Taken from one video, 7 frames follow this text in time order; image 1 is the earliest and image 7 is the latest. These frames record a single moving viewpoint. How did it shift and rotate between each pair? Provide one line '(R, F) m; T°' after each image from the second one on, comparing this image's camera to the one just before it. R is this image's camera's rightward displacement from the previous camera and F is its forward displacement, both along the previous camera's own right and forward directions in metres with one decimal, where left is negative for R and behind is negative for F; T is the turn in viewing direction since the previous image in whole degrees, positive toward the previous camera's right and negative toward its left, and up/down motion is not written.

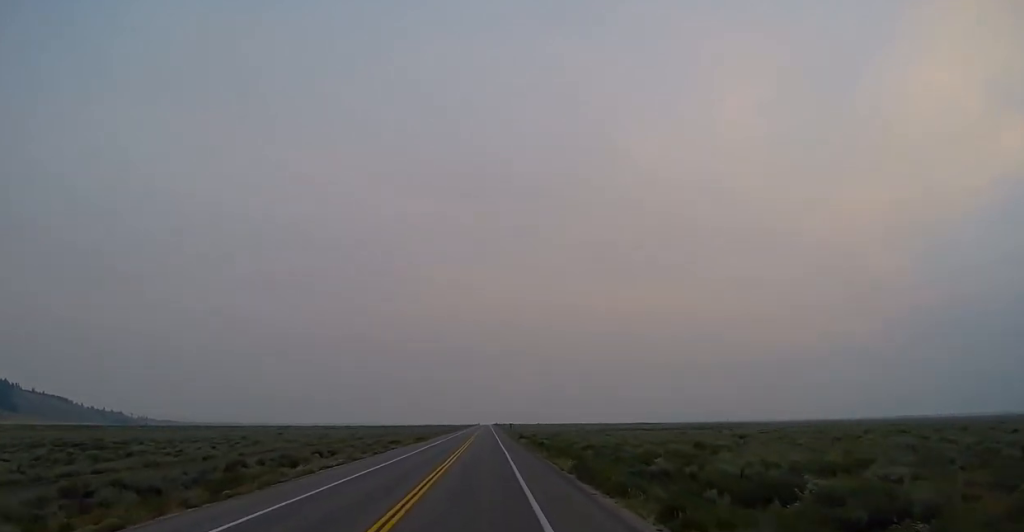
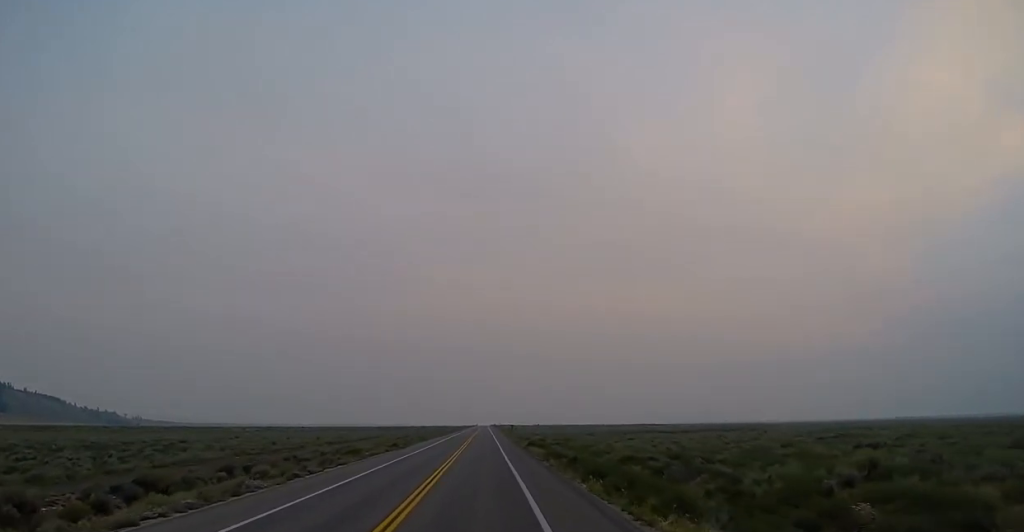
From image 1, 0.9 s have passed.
(0.0, +20.4) m; 0°
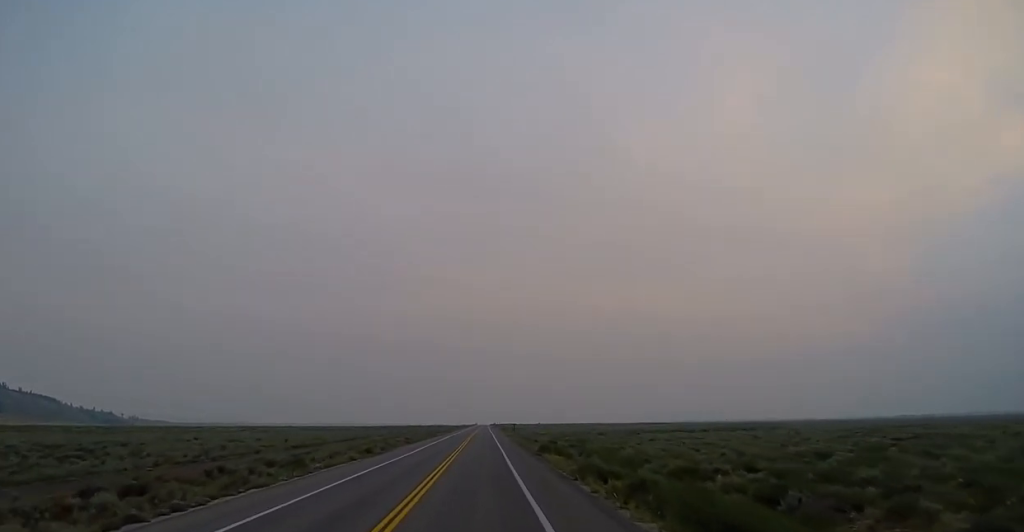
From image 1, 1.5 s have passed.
(0.0, +14.9) m; 0°
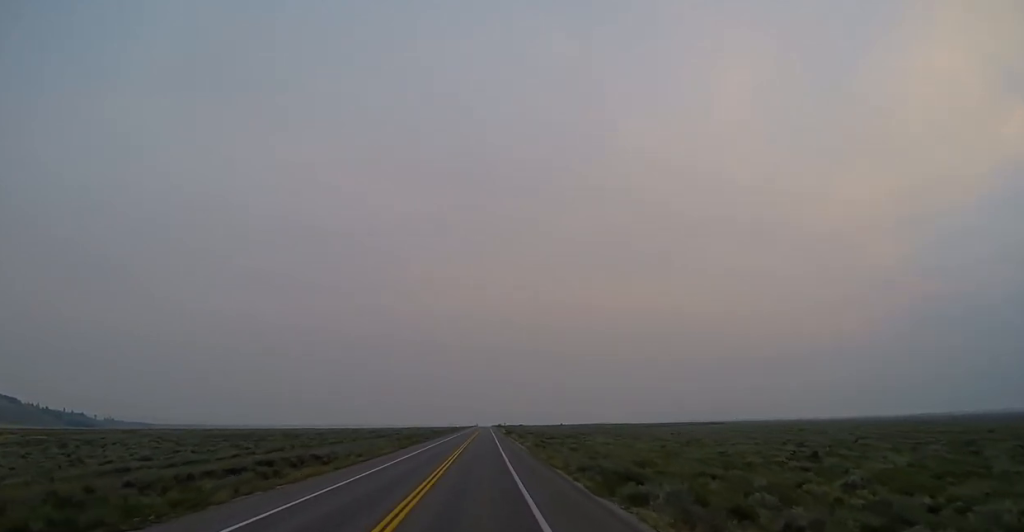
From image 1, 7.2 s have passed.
(-0.1, +136.3) m; 0°
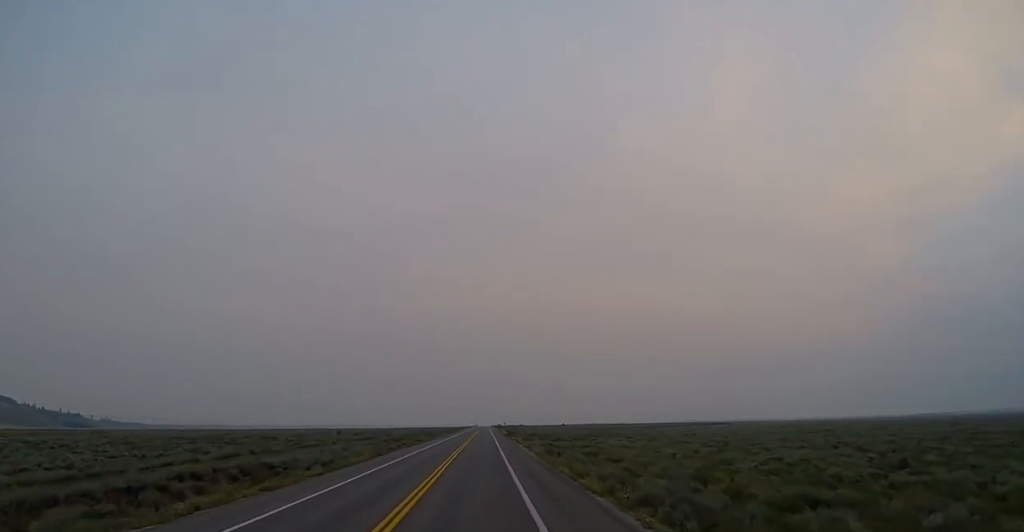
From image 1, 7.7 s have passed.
(0.0, +12.3) m; 0°
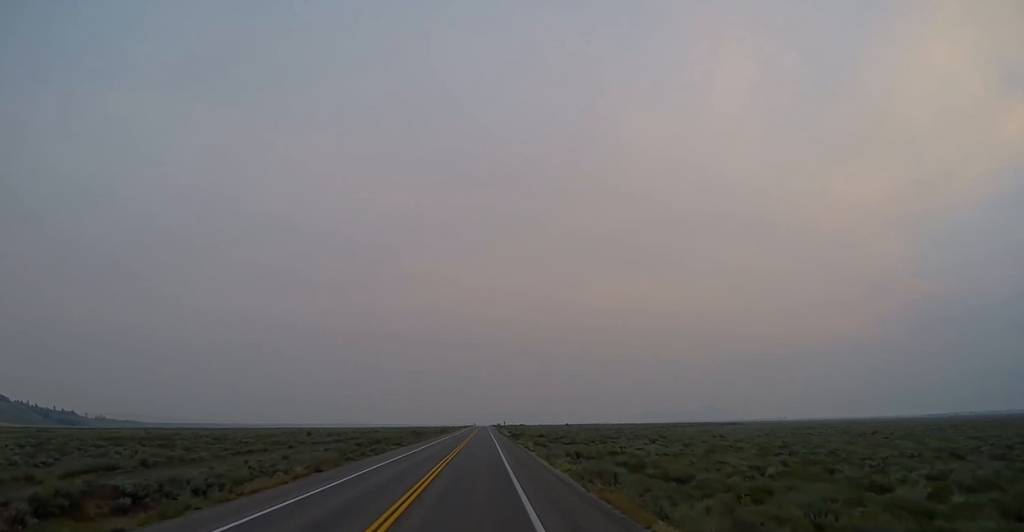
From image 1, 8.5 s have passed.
(0.0, +18.8) m; 0°
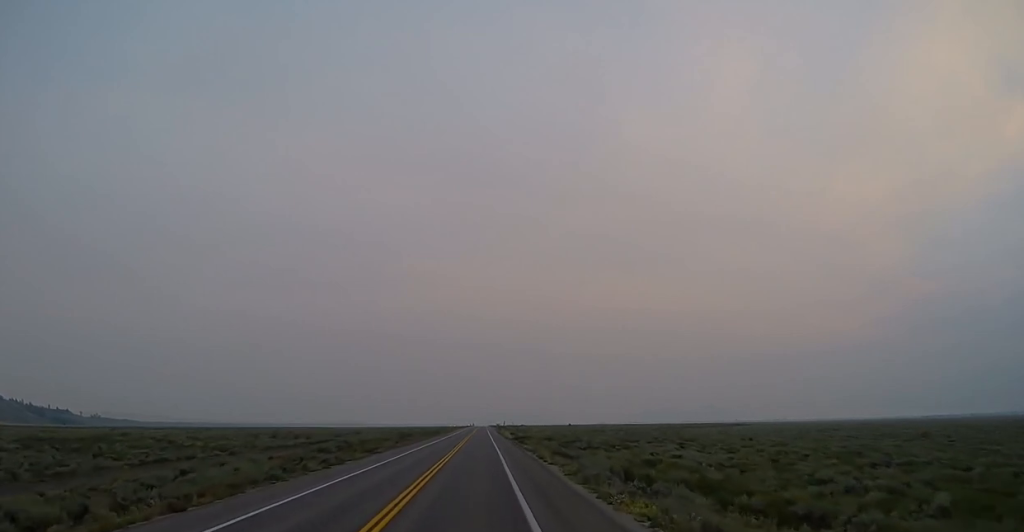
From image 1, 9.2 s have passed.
(0.0, +15.6) m; 0°
